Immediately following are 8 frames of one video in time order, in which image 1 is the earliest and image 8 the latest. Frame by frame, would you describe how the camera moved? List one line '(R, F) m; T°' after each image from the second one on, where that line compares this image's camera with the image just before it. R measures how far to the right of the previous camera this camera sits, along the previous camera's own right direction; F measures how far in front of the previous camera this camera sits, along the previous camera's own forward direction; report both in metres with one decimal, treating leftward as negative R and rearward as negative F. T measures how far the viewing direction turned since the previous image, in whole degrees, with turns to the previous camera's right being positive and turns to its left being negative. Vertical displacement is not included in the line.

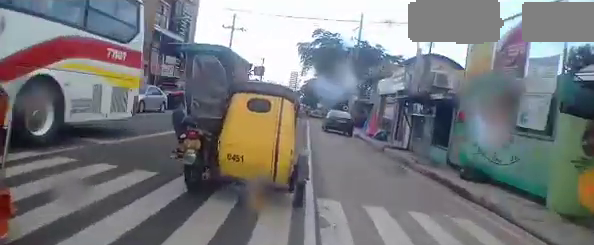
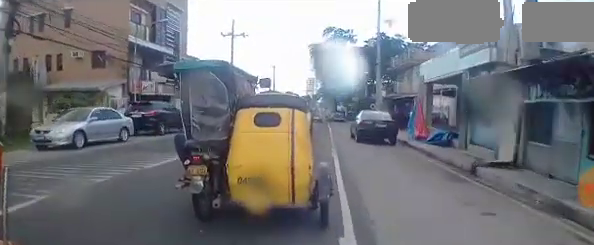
(+0.1, +6.1) m; 0°
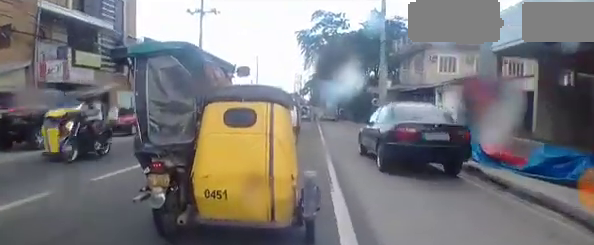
(-0.1, +7.5) m; -2°
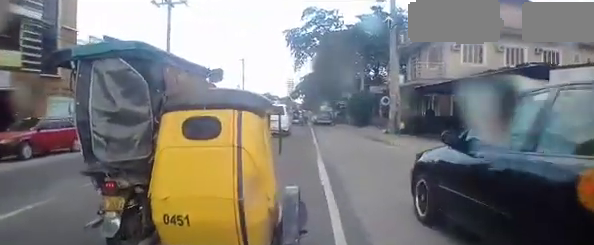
(-0.1, +6.3) m; +3°
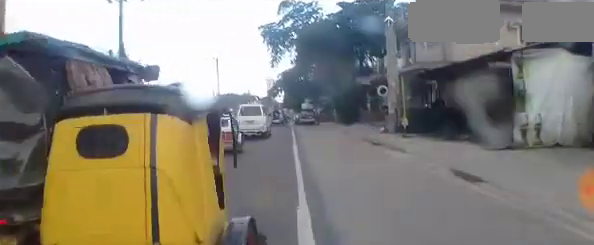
(+0.2, +4.1) m; +6°
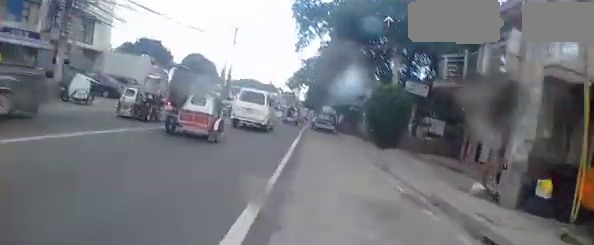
(+1.0, +8.0) m; +6°
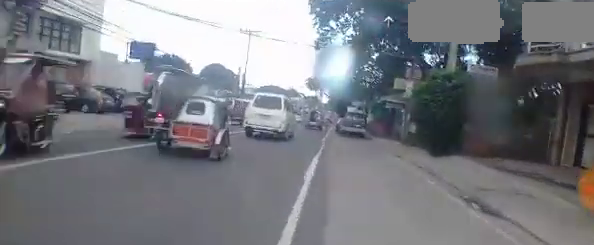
(+0.1, +4.6) m; -4°
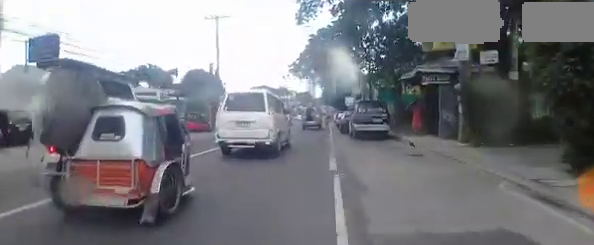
(-0.9, +7.4) m; -11°
